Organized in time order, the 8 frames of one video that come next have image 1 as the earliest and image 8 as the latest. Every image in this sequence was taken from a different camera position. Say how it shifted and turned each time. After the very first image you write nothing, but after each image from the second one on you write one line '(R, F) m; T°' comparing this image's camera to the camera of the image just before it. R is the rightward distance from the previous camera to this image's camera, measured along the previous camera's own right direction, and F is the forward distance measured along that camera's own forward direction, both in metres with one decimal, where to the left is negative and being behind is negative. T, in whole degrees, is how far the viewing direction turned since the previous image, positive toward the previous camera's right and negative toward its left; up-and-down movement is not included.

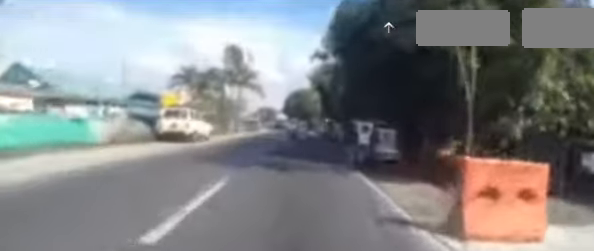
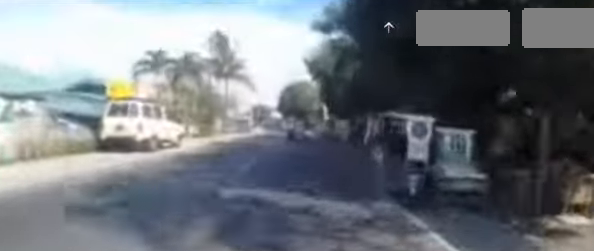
(+0.1, +4.7) m; +1°
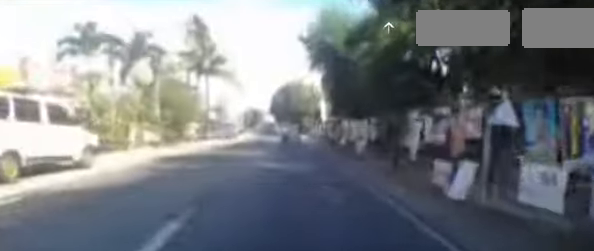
(-0.1, +6.5) m; -1°
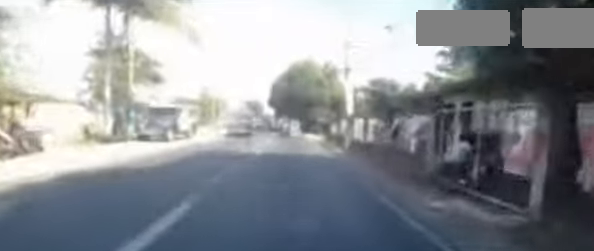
(-0.5, +17.2) m; -3°
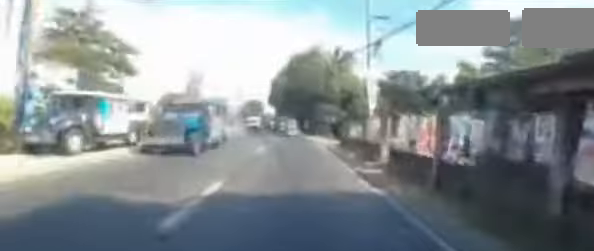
(-0.2, +7.1) m; +1°
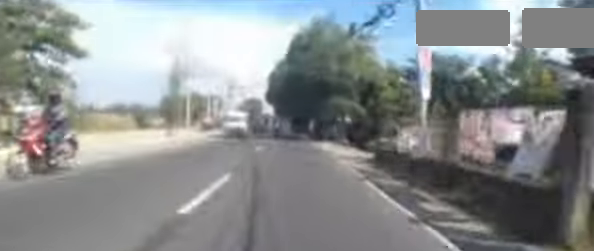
(+0.5, +8.2) m; +1°
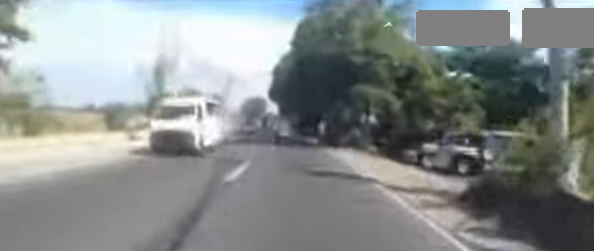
(-0.2, +6.6) m; -2°
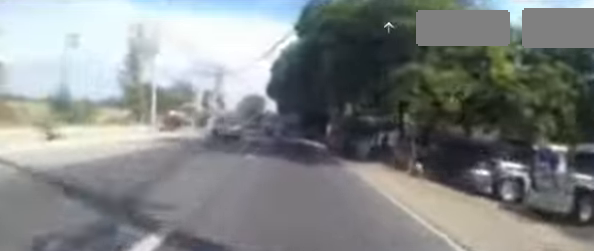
(-0.1, +6.1) m; -2°
